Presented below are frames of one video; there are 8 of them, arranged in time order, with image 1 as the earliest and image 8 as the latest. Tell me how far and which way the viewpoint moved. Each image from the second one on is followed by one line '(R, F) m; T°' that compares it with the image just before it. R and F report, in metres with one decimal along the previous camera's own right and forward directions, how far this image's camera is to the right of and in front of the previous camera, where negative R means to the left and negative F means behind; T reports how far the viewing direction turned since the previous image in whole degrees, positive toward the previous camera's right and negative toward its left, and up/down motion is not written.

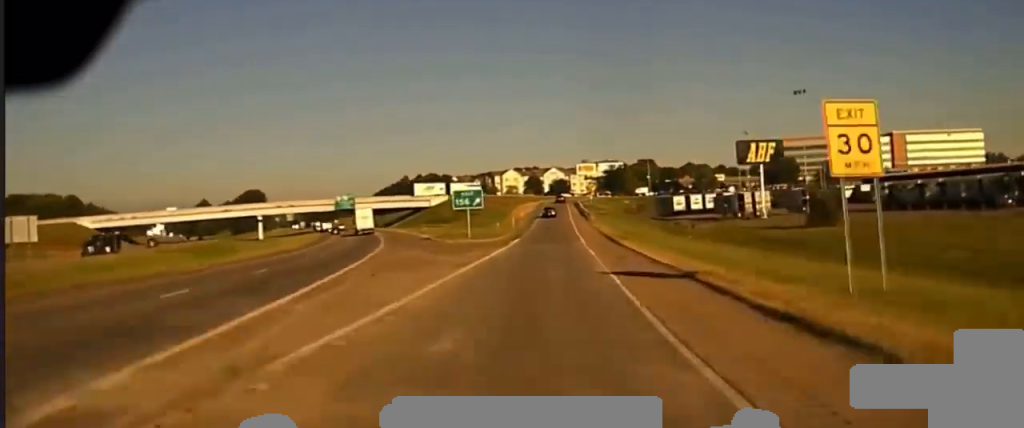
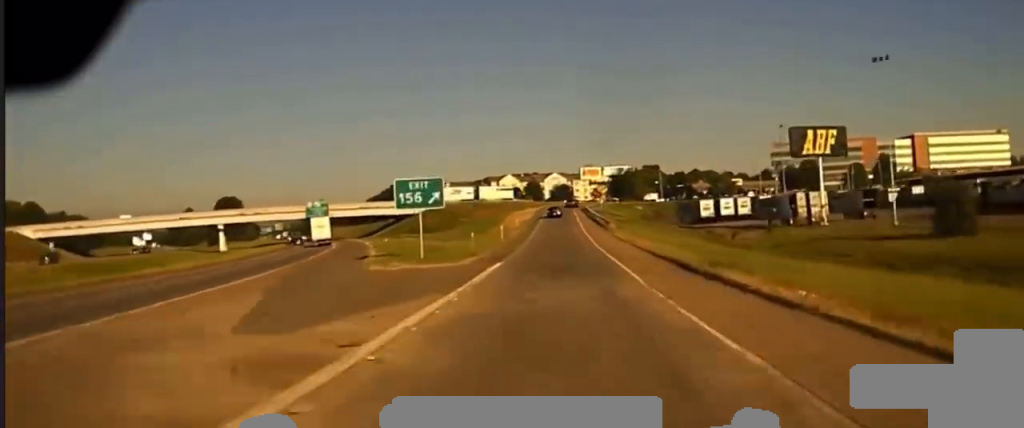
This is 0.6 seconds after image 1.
(+0.1, +32.0) m; 0°
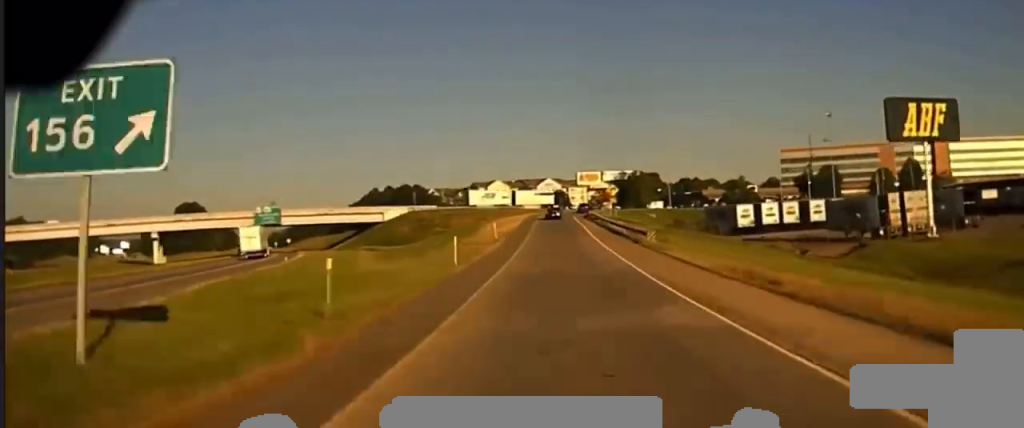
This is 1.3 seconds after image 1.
(+0.1, +36.5) m; 0°
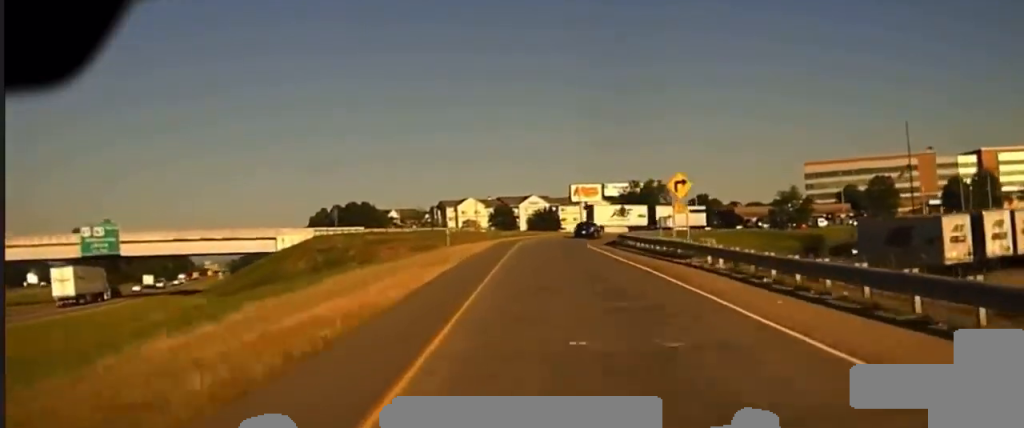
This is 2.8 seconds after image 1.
(+0.2, +66.1) m; +1°
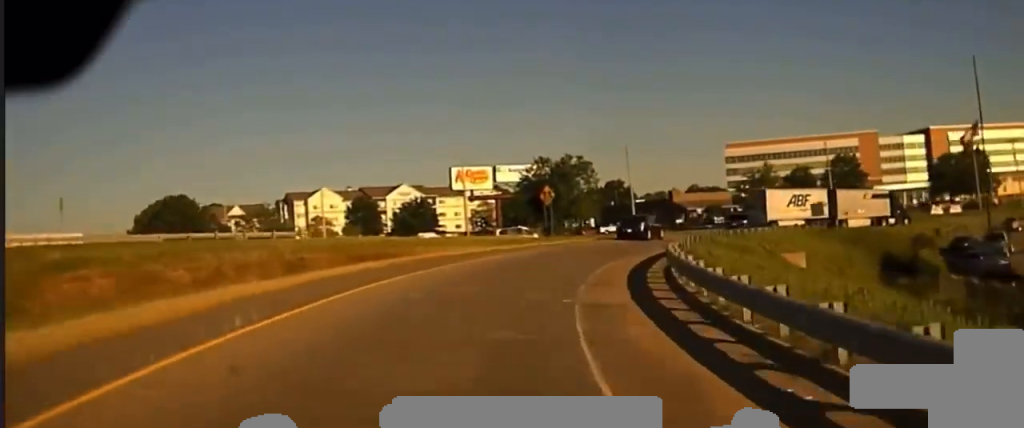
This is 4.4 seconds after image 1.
(+1.3, +50.5) m; +4°
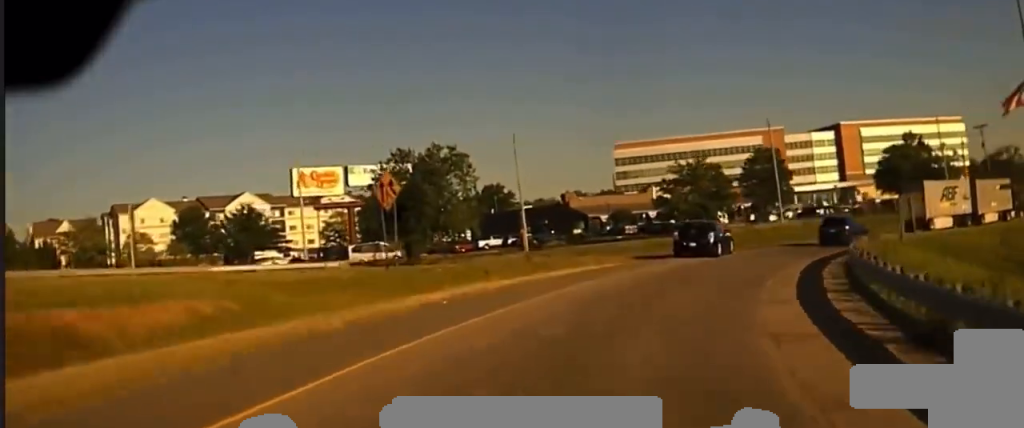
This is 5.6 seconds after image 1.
(+1.5, +32.3) m; +8°
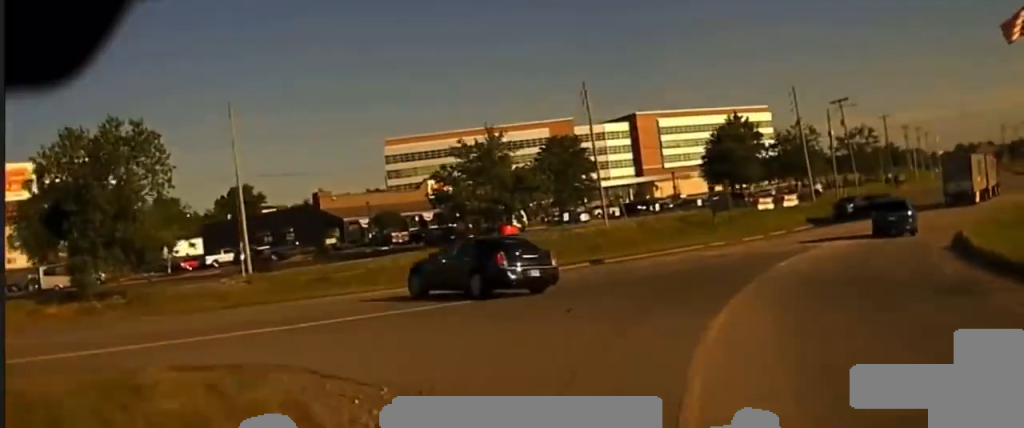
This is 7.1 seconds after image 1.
(+3.5, +31.4) m; +12°
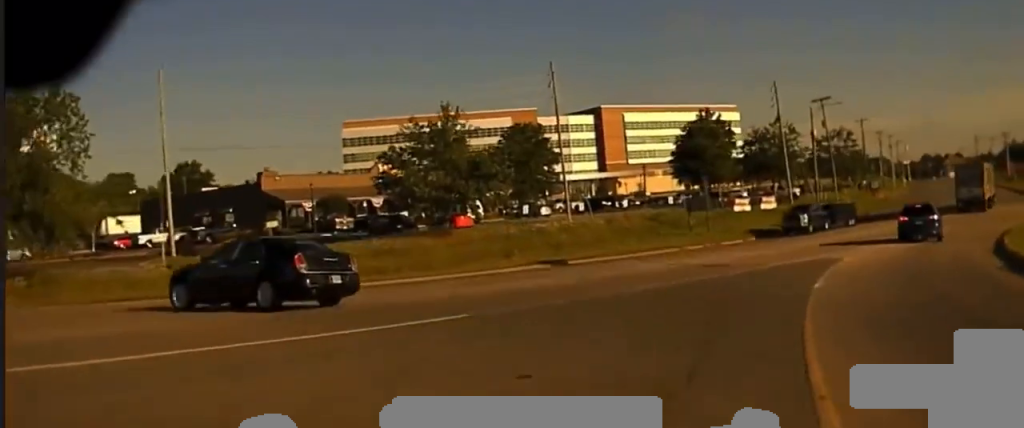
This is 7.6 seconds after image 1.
(+0.5, +8.0) m; +3°
